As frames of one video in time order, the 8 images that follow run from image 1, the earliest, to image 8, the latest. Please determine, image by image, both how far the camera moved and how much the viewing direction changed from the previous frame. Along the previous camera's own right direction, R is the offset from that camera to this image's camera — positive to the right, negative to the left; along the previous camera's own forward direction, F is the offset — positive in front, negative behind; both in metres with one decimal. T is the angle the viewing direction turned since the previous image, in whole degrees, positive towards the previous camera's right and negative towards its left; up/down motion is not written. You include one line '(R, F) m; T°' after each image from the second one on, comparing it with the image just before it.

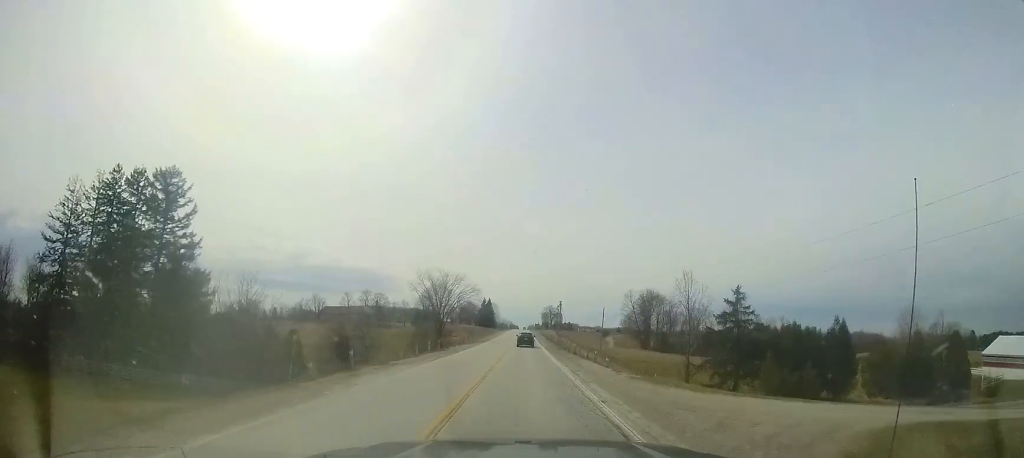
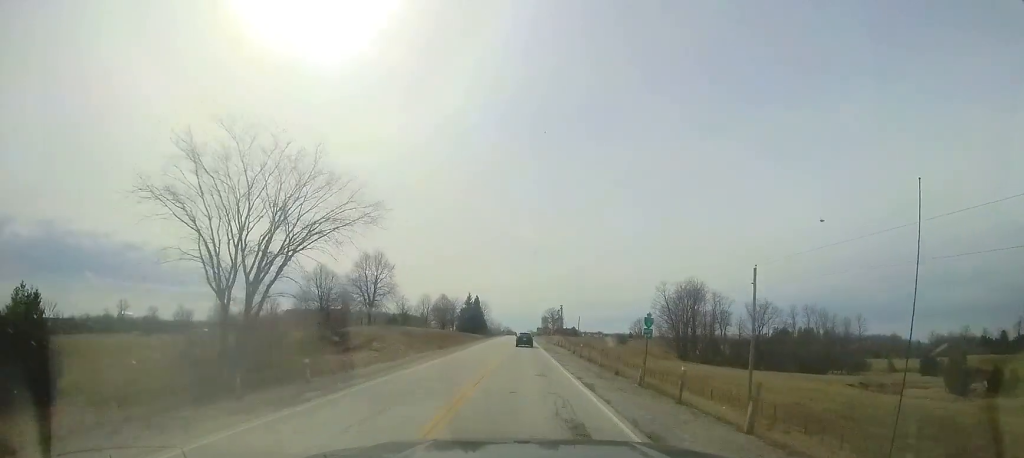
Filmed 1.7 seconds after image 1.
(-0.8, +42.5) m; -1°
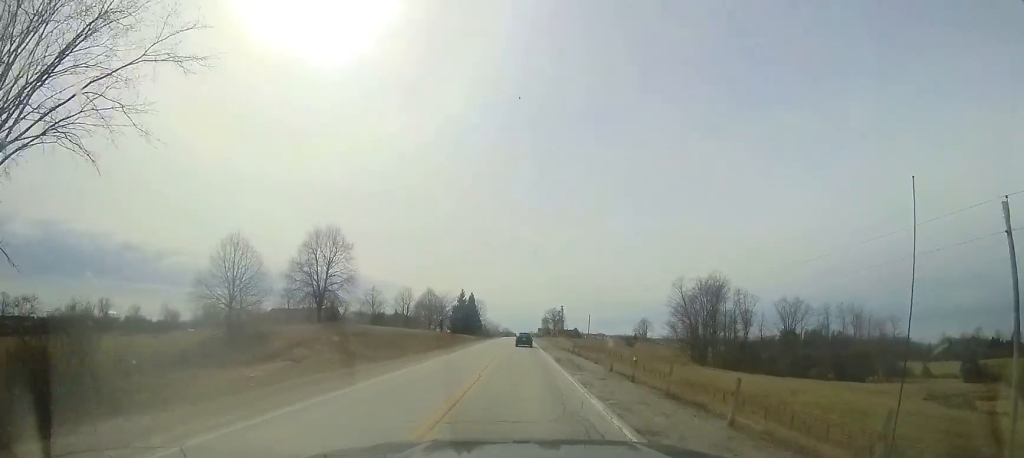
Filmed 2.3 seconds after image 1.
(0.0, +13.9) m; 0°
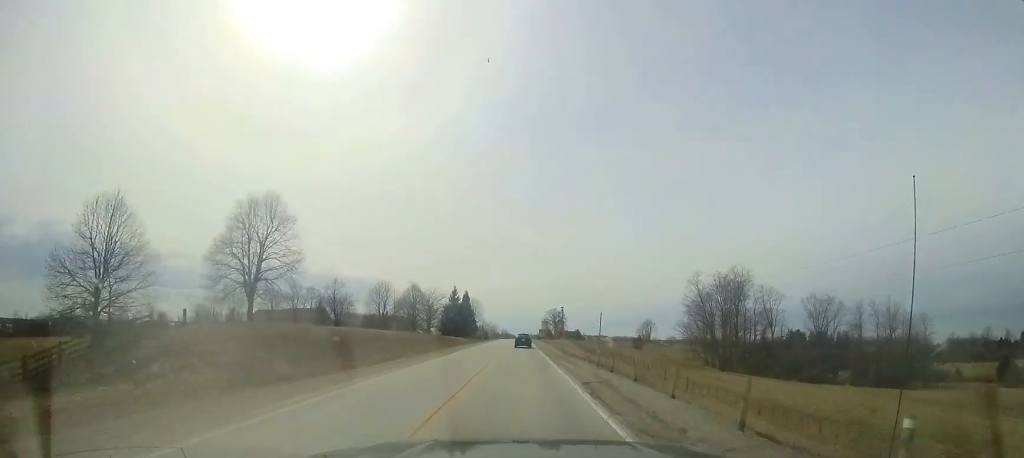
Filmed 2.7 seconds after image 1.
(+0.2, +11.2) m; 0°
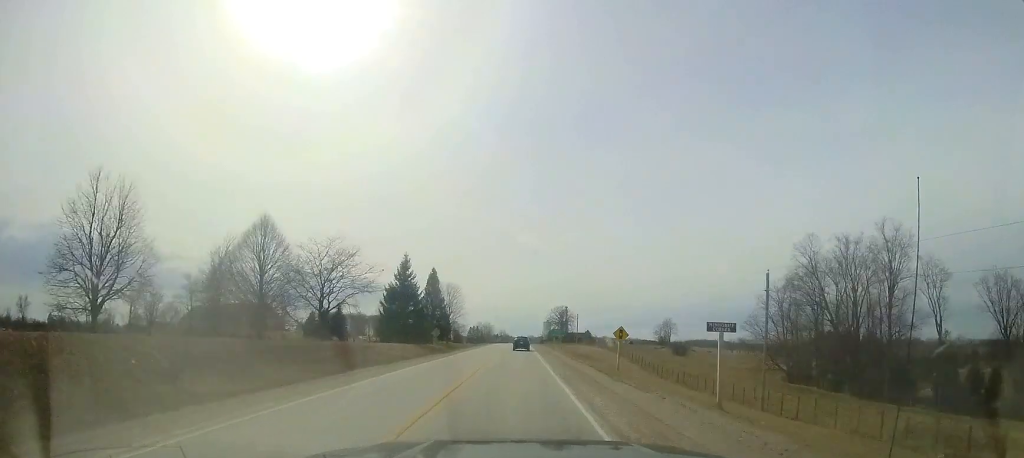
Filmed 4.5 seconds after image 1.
(-0.3, +42.7) m; 0°
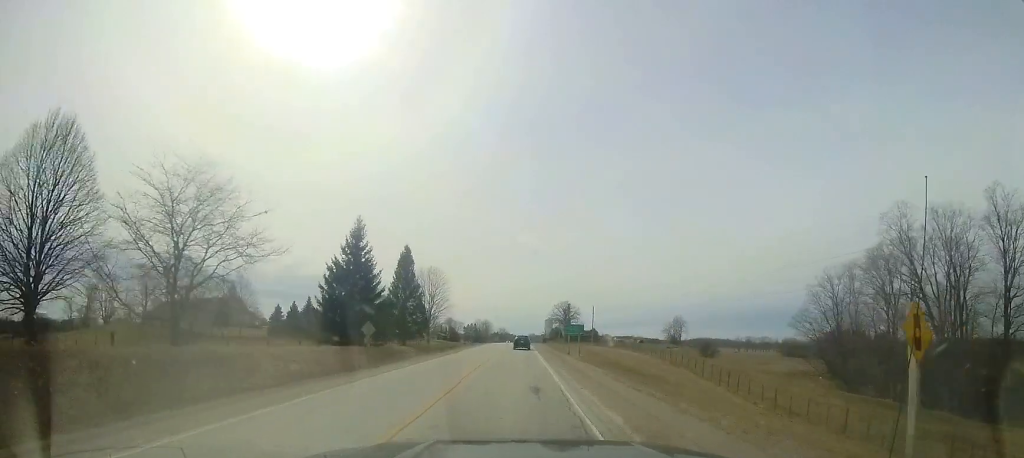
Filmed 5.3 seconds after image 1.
(+0.2, +17.9) m; +1°
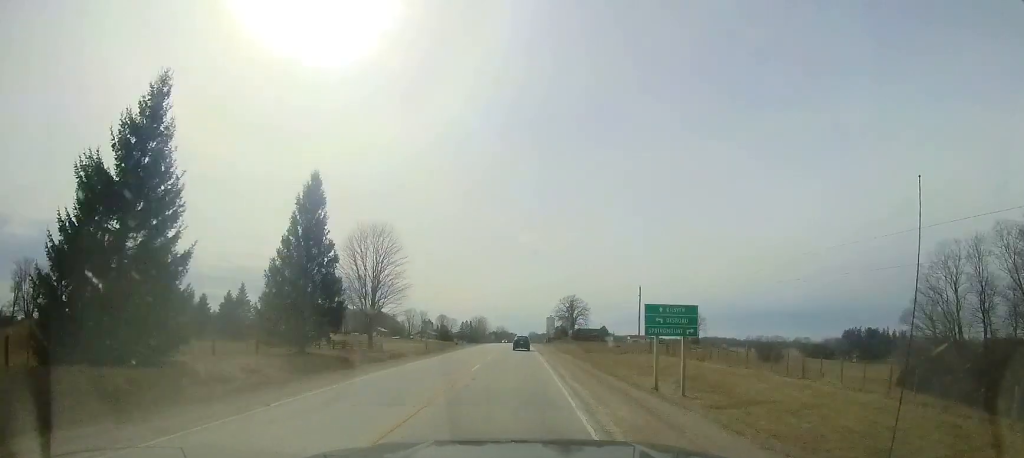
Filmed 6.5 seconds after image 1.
(0.0, +26.6) m; 0°
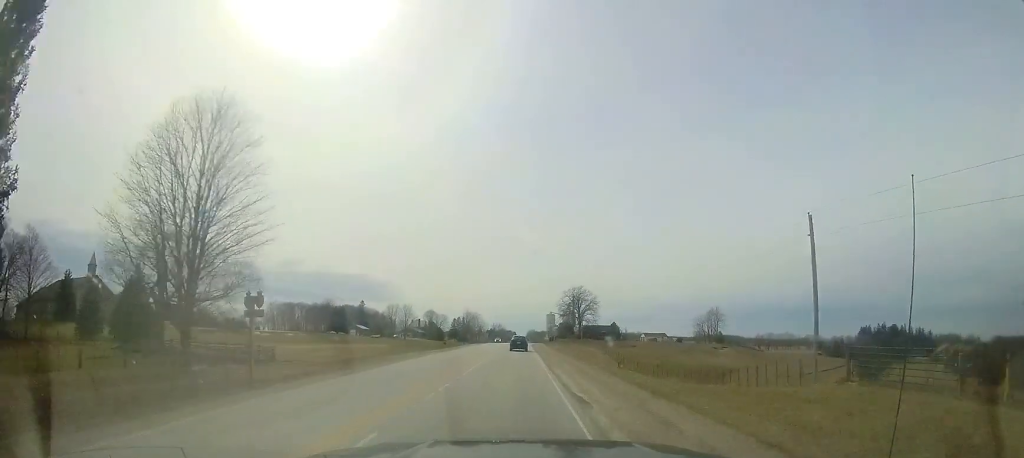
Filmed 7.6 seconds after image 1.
(+0.2, +25.1) m; +1°
